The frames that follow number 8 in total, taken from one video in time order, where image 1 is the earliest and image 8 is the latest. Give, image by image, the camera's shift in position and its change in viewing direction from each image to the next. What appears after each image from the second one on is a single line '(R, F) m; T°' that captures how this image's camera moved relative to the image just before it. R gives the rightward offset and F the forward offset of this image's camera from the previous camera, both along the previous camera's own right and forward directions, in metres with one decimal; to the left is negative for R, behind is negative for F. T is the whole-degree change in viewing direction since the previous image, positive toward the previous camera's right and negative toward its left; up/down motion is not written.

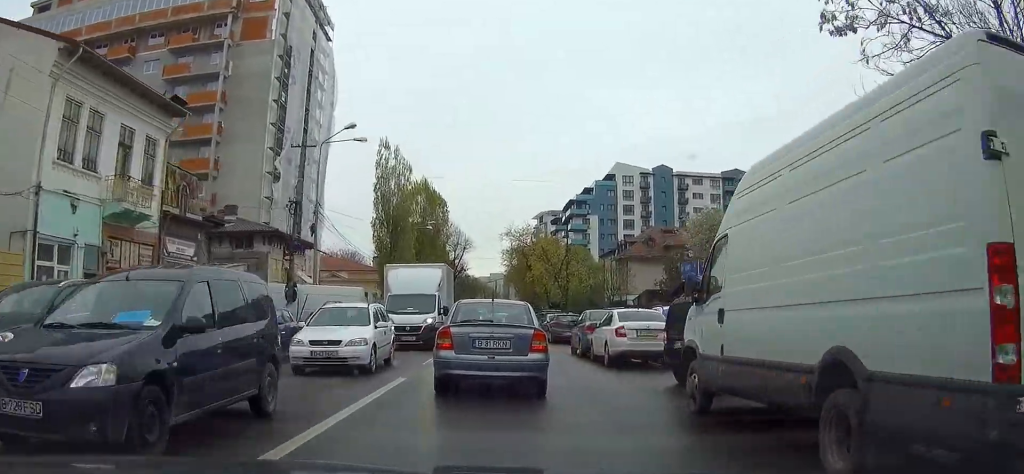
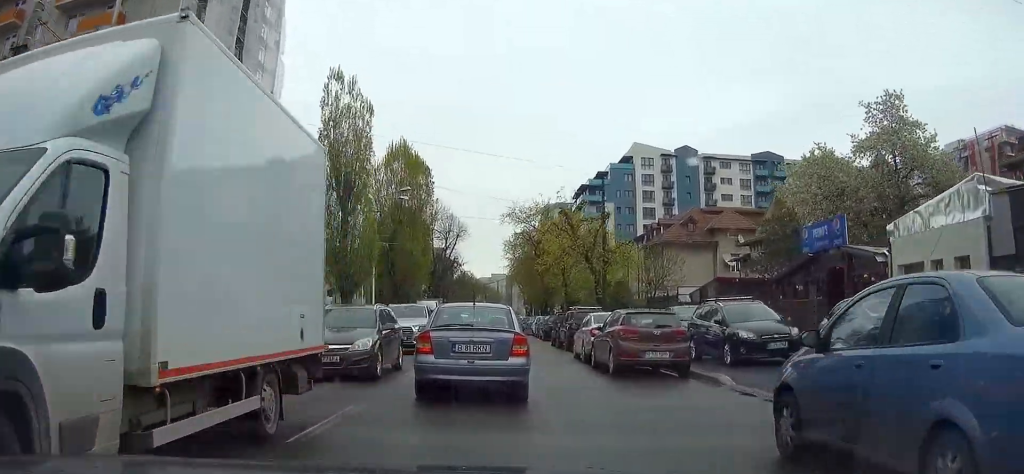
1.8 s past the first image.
(0.0, +18.7) m; 0°
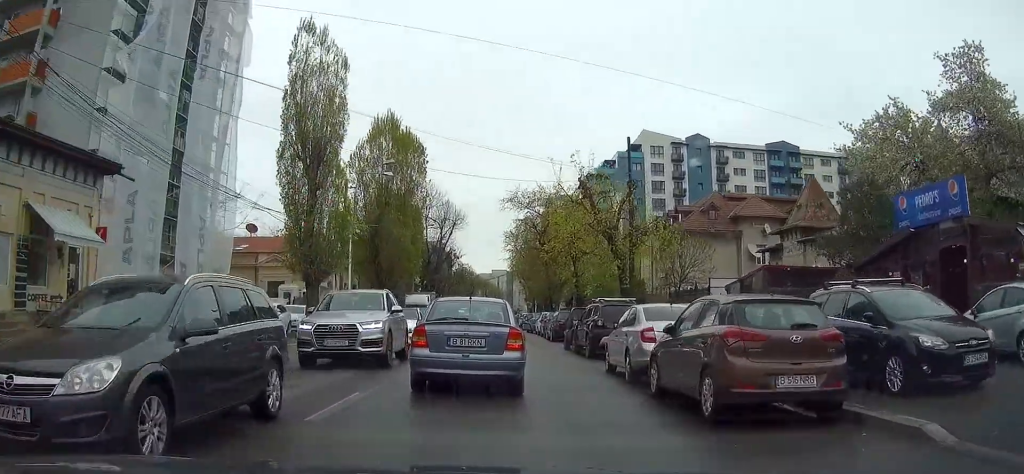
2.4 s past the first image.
(0.0, +7.3) m; 0°
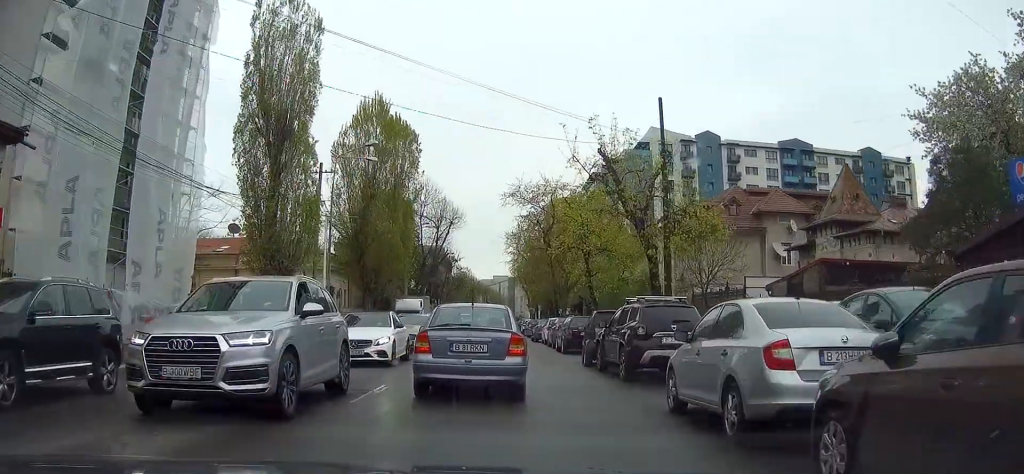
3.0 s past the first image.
(0.0, +6.0) m; 0°
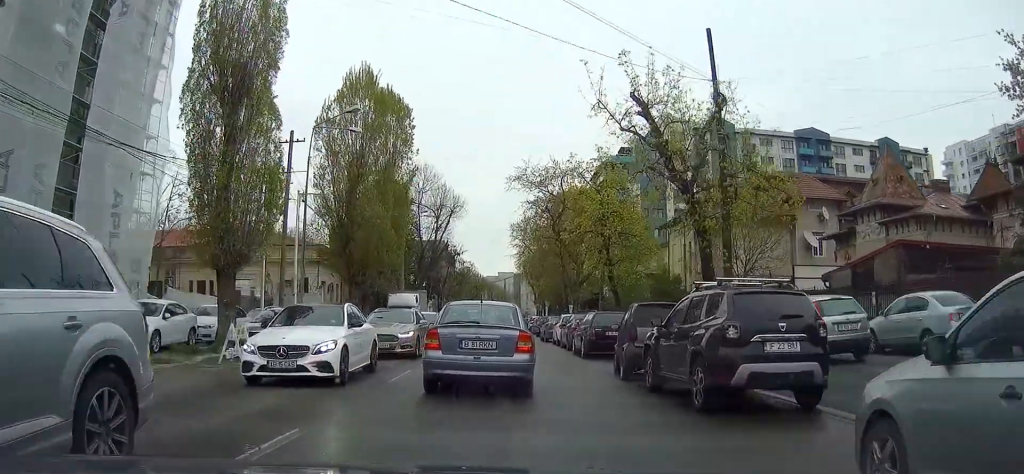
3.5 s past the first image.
(0.0, +5.6) m; 0°
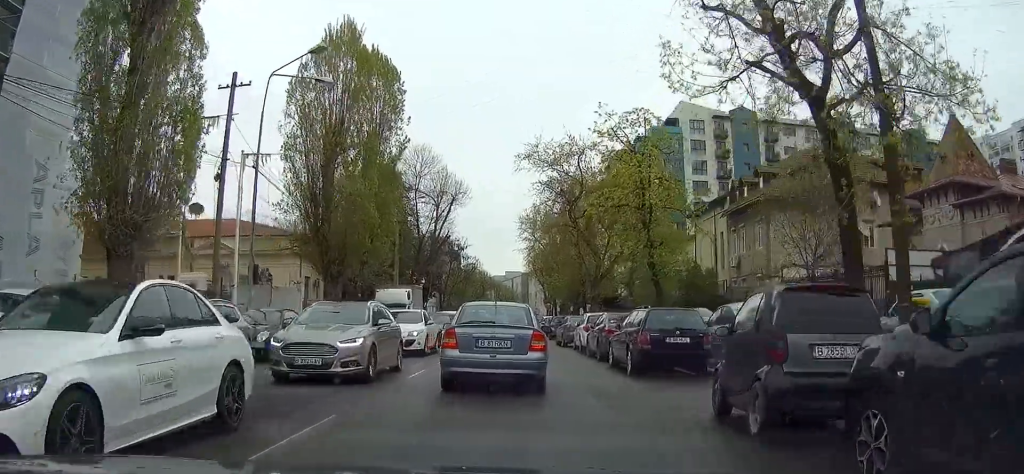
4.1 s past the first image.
(0.0, +7.5) m; 0°
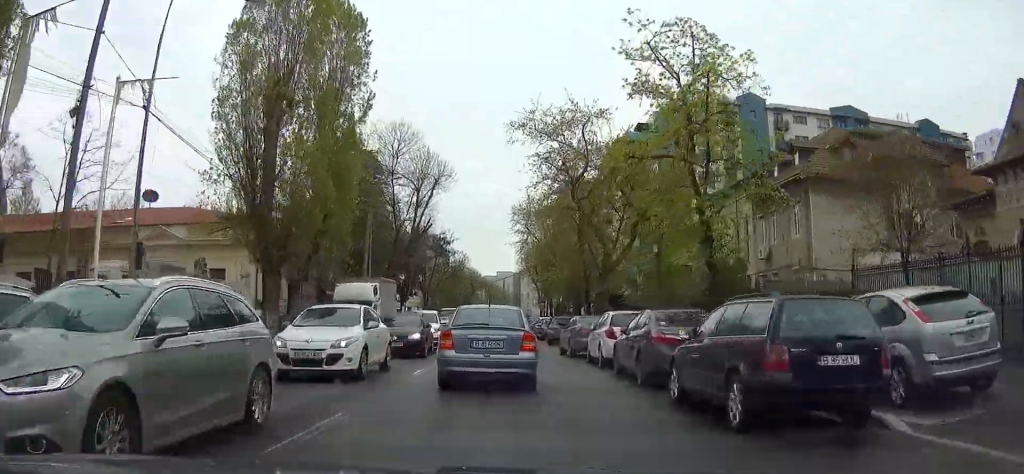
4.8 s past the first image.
(0.0, +8.0) m; 0°
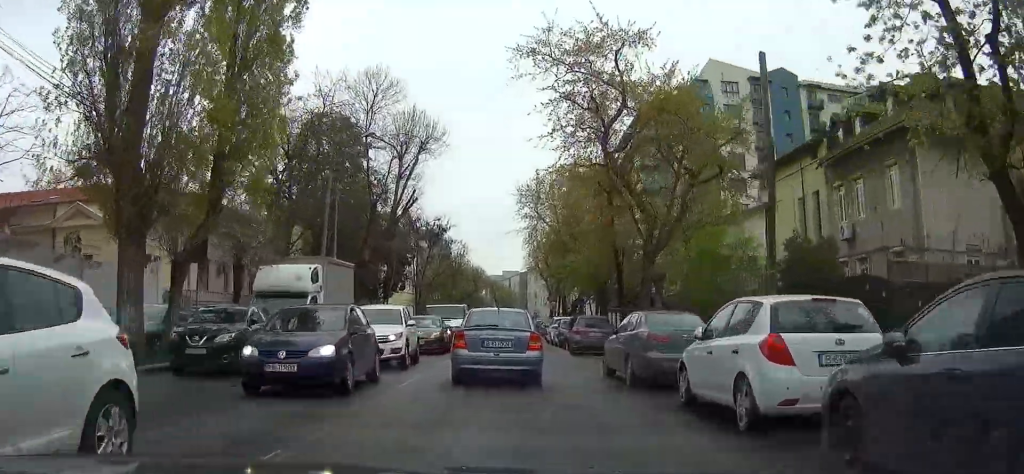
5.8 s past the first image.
(+0.1, +11.1) m; 0°
